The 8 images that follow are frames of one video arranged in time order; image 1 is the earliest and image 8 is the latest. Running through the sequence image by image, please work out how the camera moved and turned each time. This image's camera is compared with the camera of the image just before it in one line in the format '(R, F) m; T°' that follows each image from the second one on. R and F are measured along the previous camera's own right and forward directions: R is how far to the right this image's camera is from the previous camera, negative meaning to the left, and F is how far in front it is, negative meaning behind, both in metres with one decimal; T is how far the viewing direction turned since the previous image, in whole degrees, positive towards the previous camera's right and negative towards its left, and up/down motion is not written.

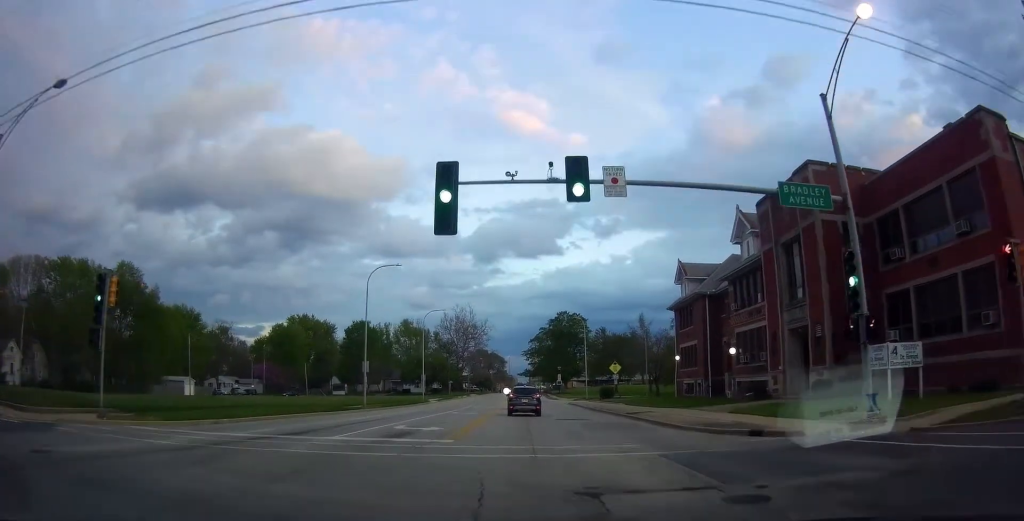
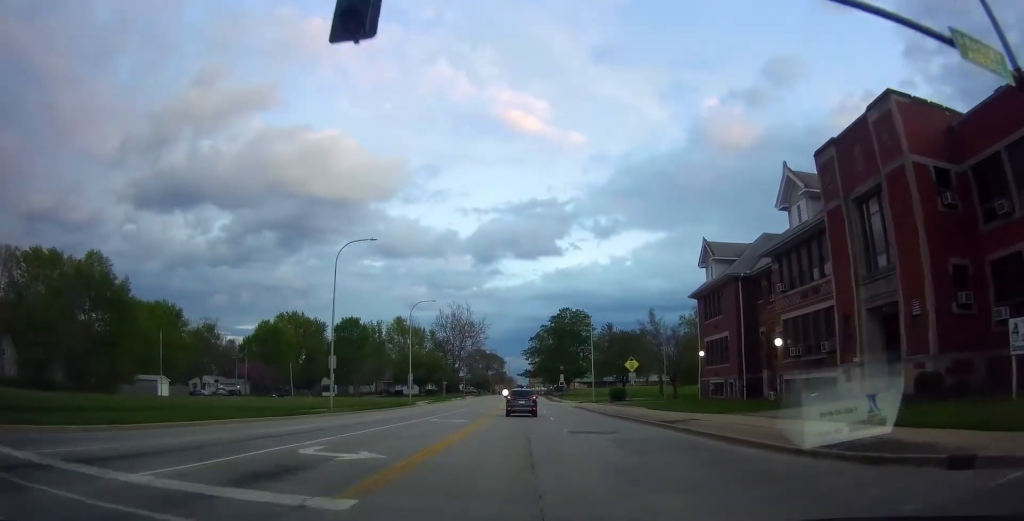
(0.0, +9.1) m; 0°
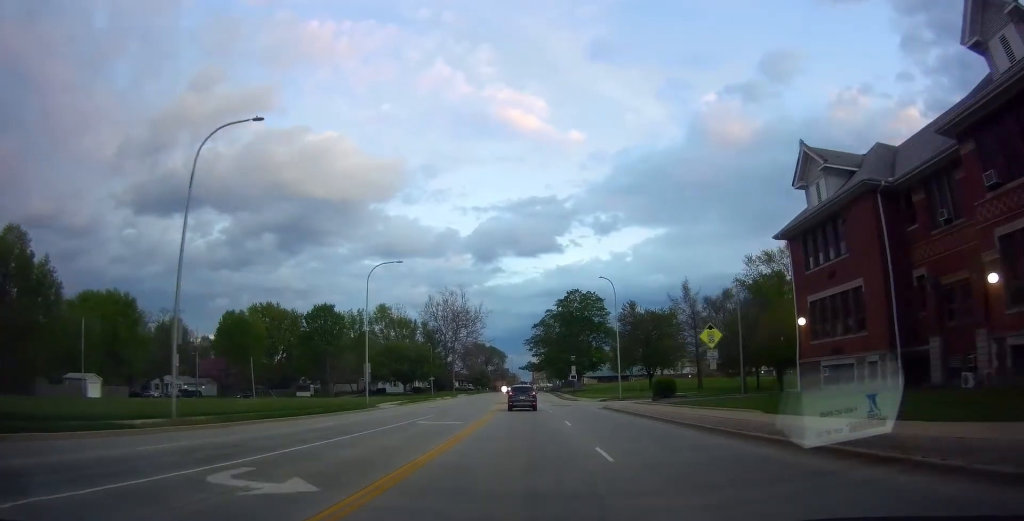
(0.0, +20.9) m; 0°
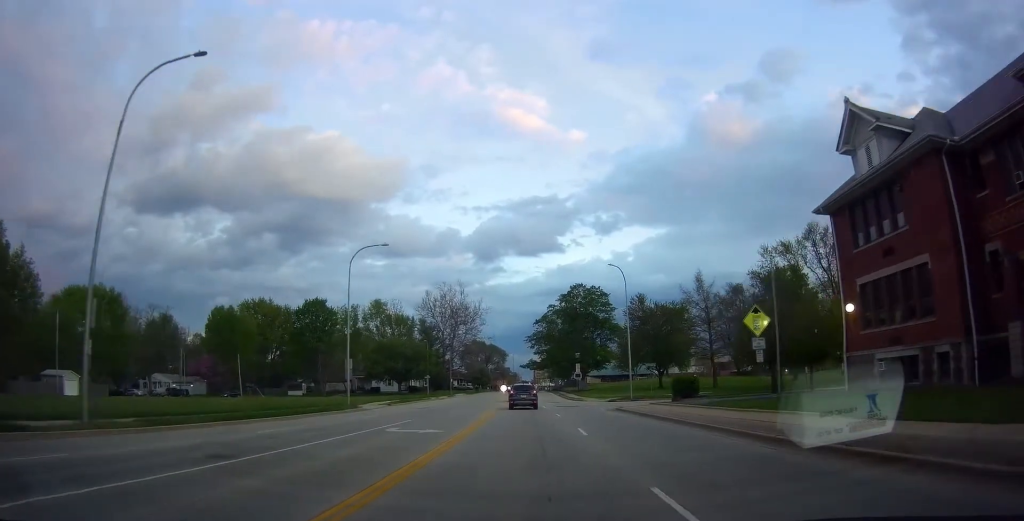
(0.0, +5.9) m; 0°
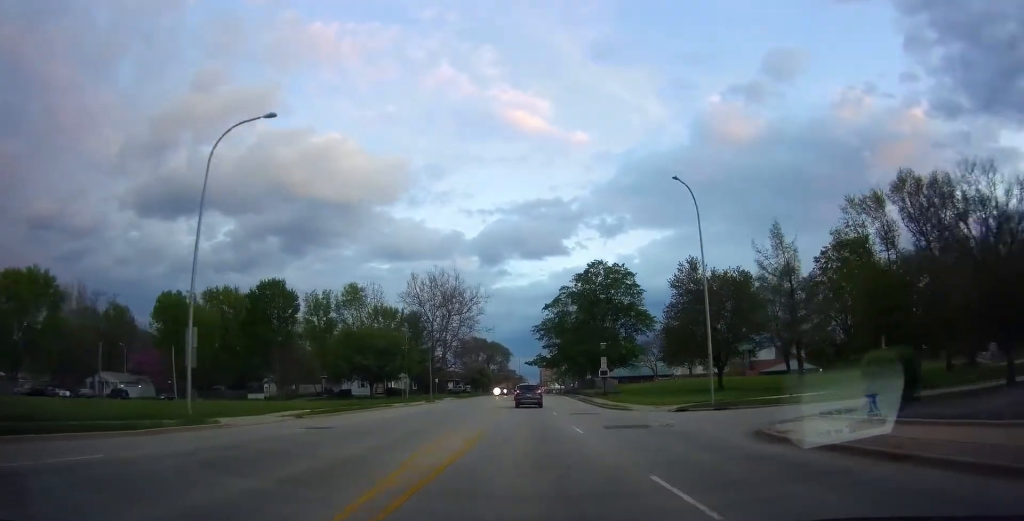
(0.0, +23.2) m; -2°
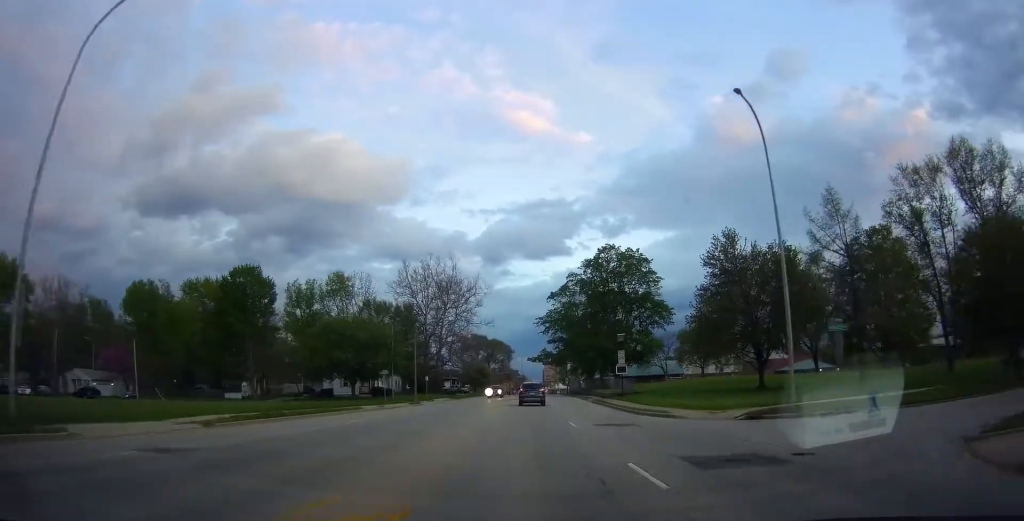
(-0.1, +10.6) m; -2°
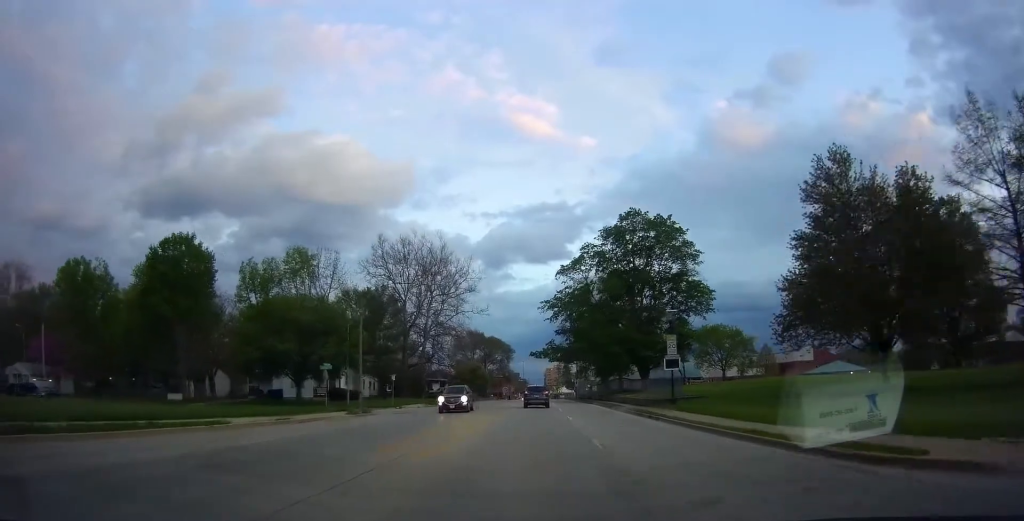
(-0.2, +18.4) m; +2°
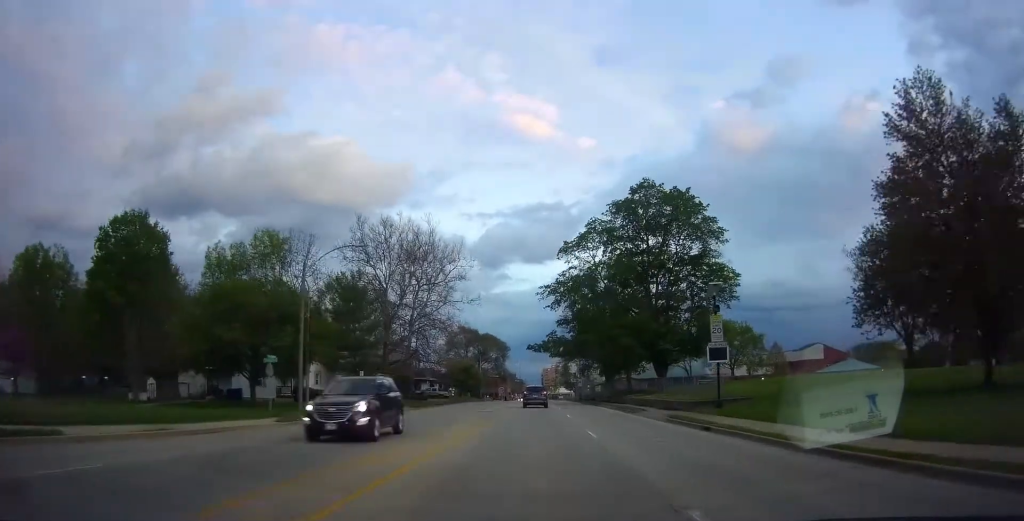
(+0.3, +9.6) m; +2°
